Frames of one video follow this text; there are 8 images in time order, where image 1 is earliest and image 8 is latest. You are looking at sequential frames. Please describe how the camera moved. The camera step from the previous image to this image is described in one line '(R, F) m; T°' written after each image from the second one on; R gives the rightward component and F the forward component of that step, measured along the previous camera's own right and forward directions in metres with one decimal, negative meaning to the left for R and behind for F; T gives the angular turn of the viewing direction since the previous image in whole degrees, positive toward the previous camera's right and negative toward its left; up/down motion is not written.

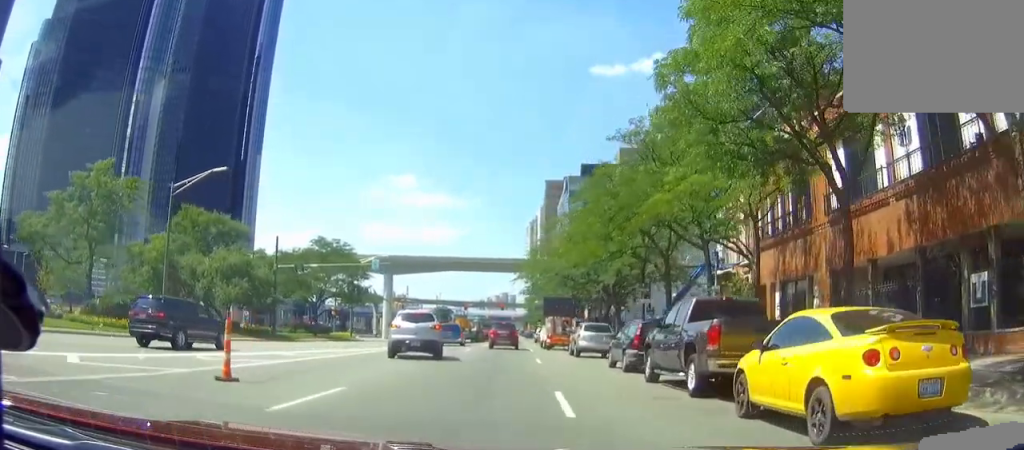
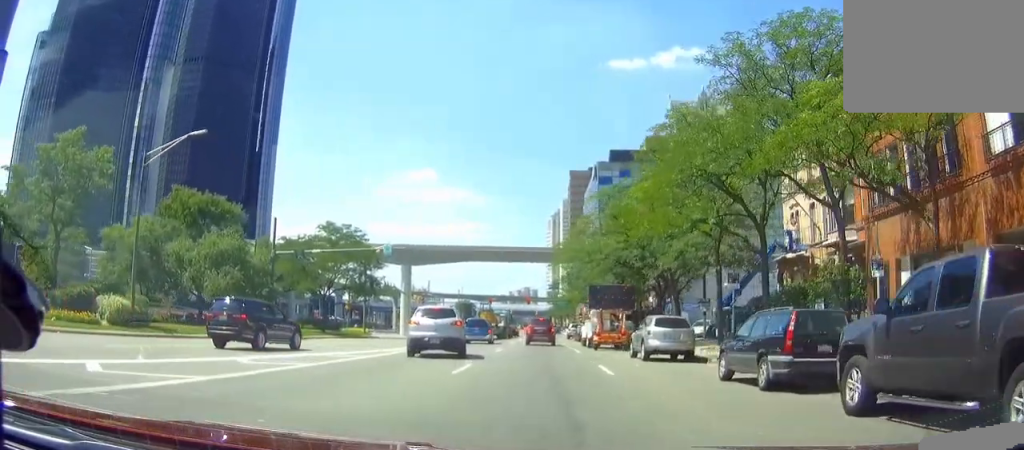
(0.0, +7.6) m; -2°
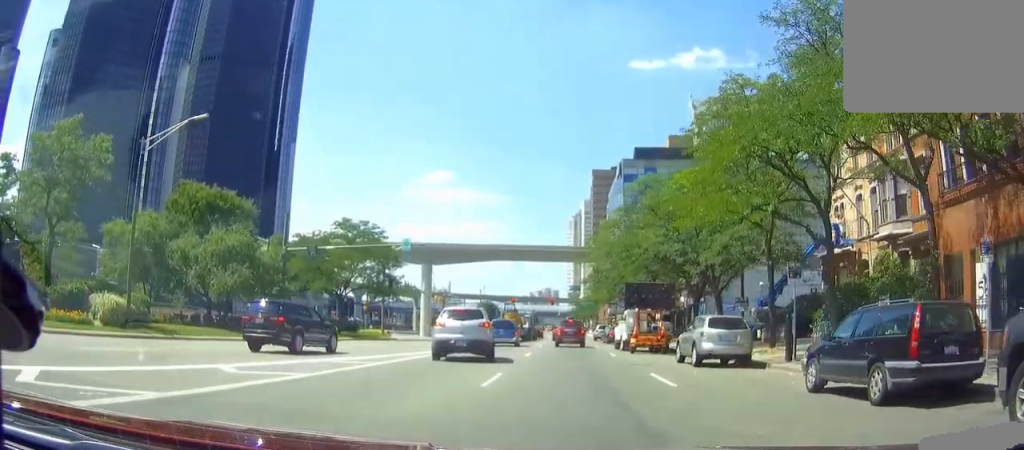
(+0.1, +3.1) m; -1°
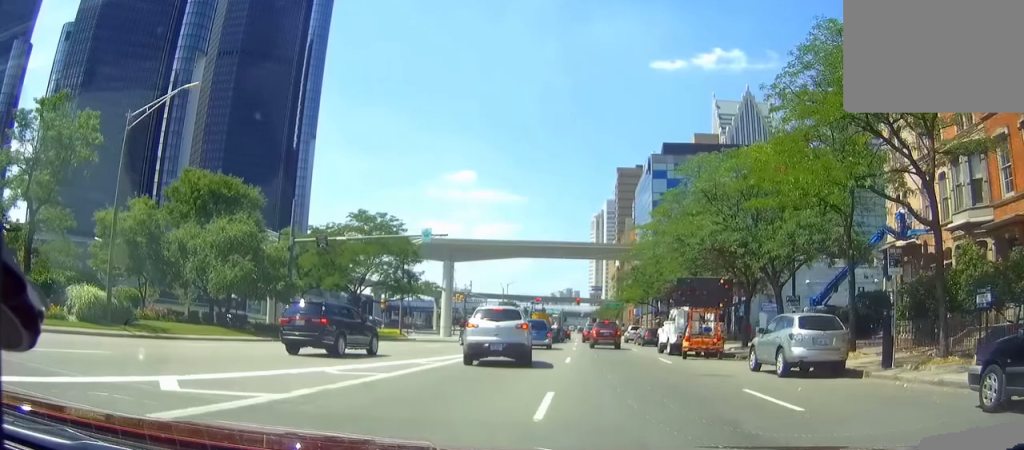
(-0.2, +3.9) m; -1°
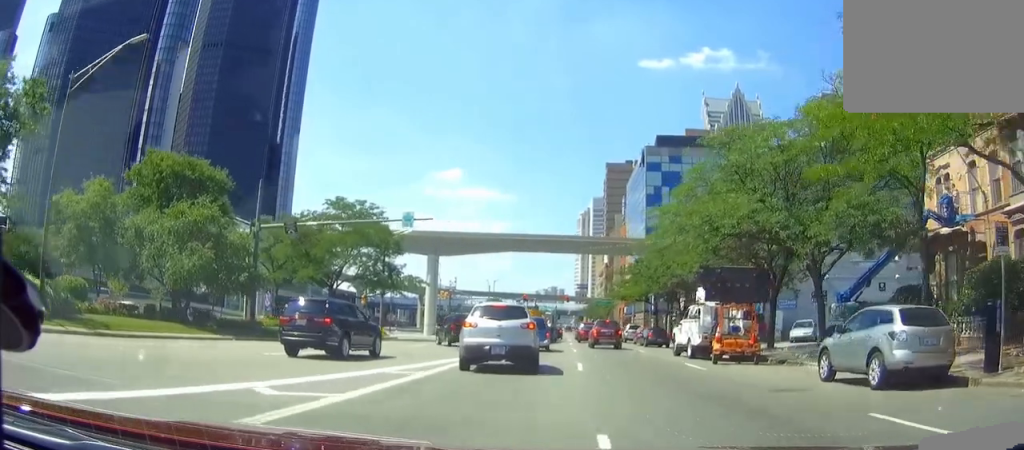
(-0.1, +4.5) m; +1°
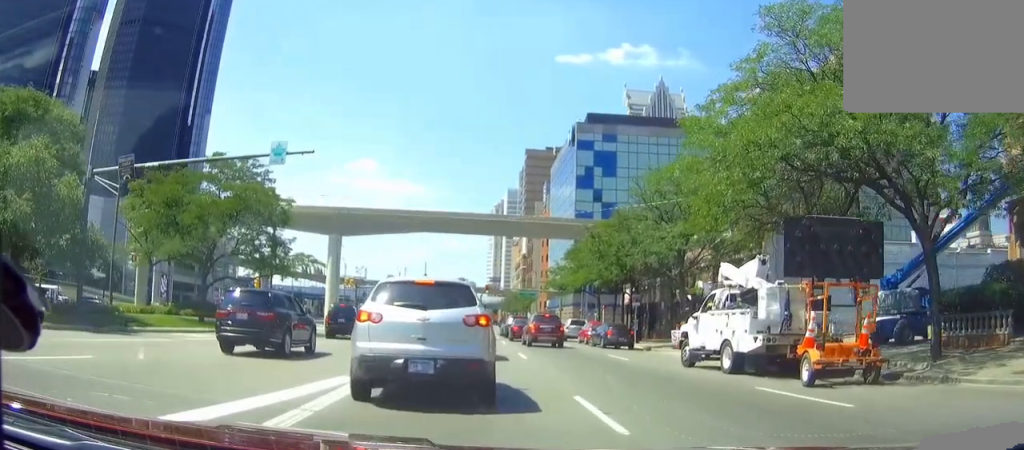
(+0.7, +9.6) m; +7°
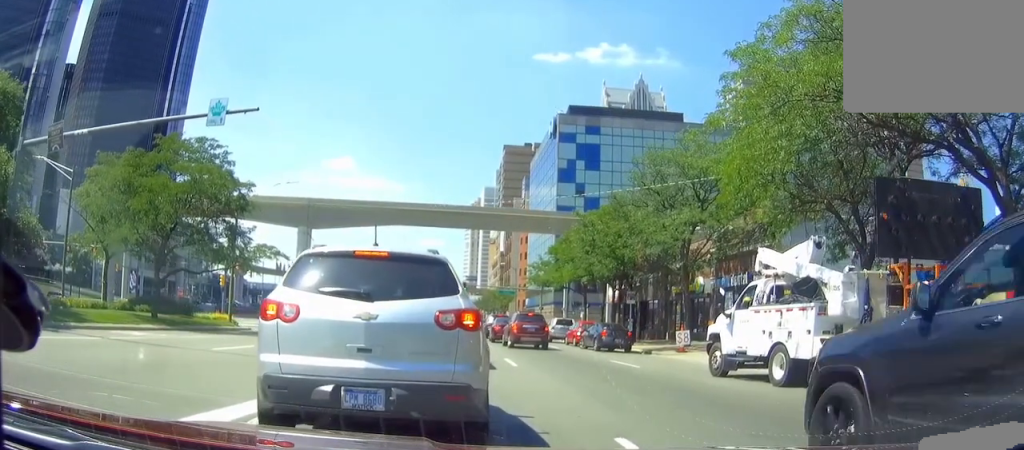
(+0.3, +3.4) m; +3°
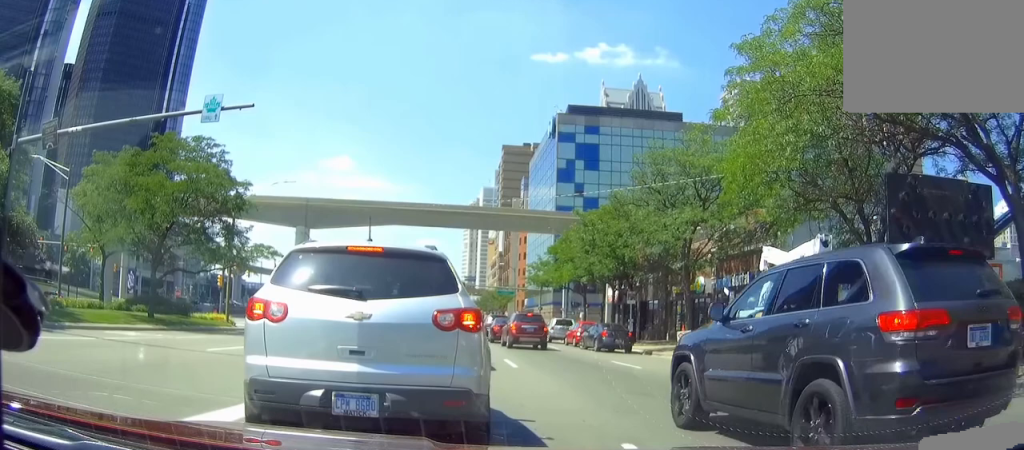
(+0.1, +0.1) m; 0°
